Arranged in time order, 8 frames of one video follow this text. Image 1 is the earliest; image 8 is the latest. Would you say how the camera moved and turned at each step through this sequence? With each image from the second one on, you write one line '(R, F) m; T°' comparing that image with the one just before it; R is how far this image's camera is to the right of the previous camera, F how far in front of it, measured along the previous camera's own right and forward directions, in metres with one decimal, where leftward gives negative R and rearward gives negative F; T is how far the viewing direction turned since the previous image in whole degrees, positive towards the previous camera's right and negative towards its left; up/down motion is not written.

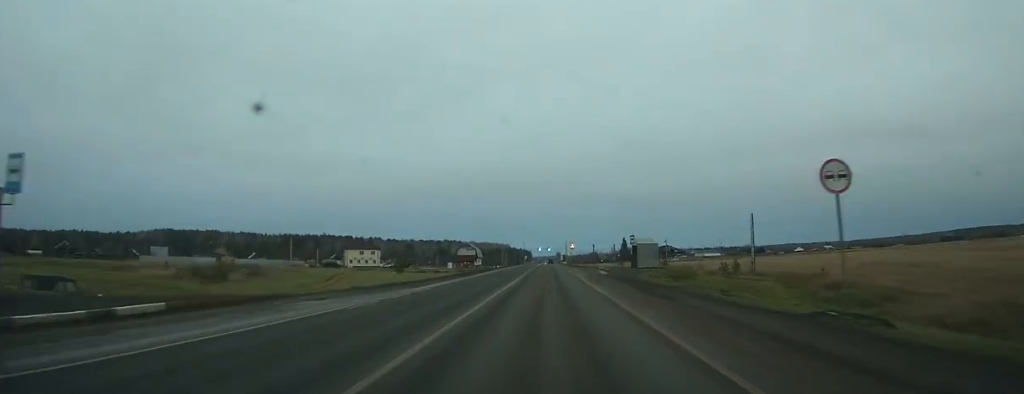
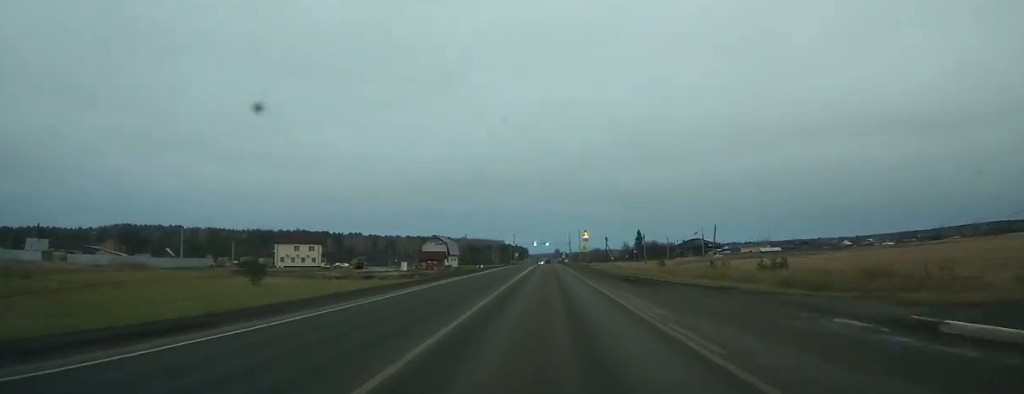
(+0.2, +59.2) m; 0°
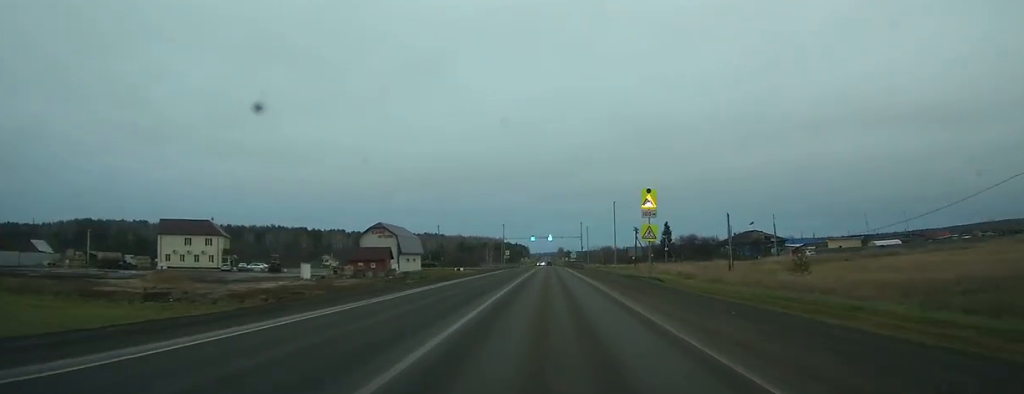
(-0.3, +54.5) m; -1°
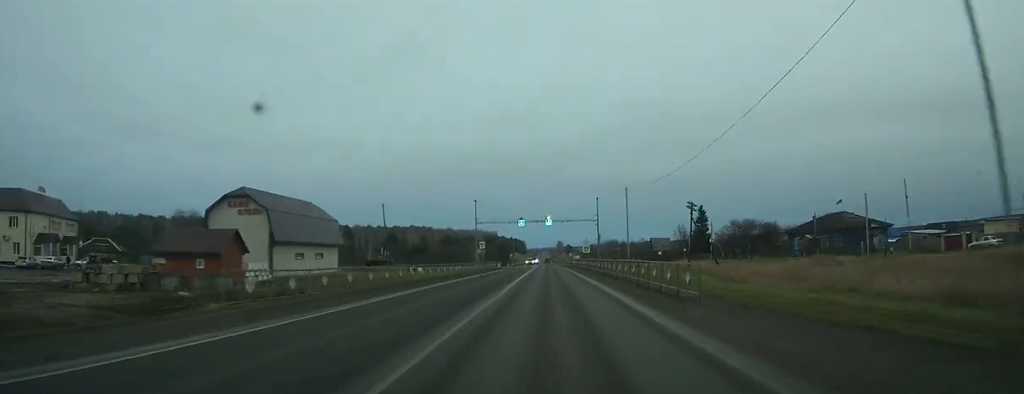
(0.0, +48.7) m; 0°
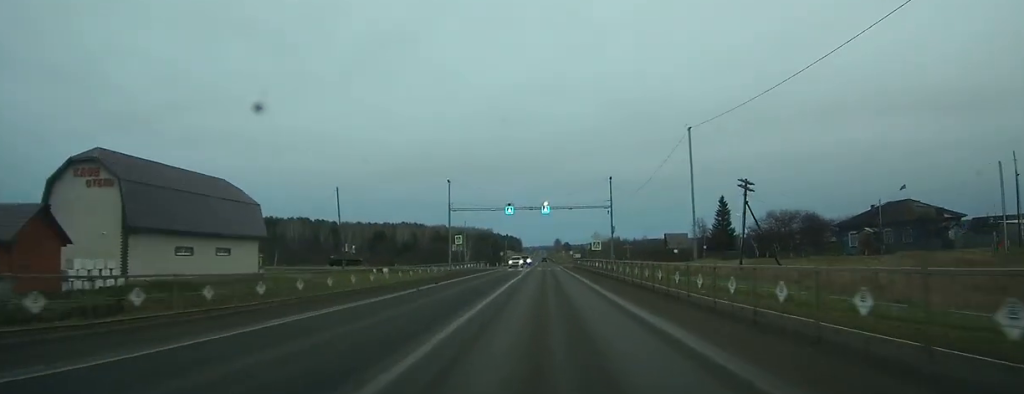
(0.0, +21.5) m; 0°
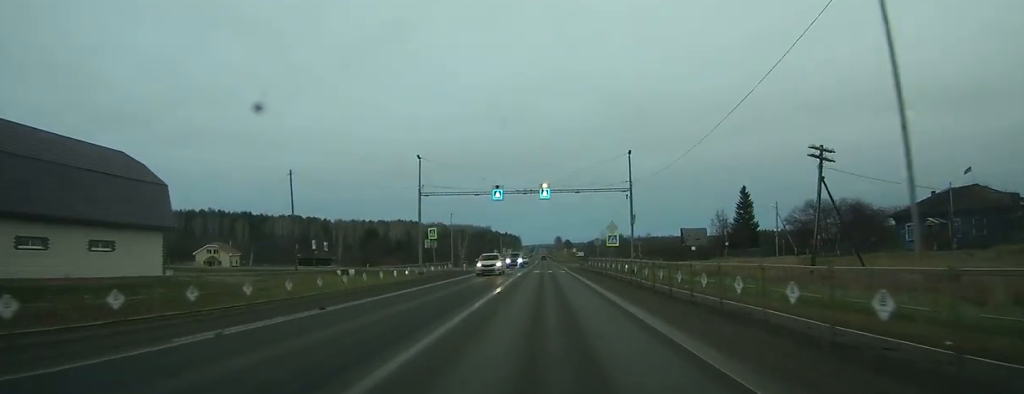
(0.0, +15.4) m; 0°
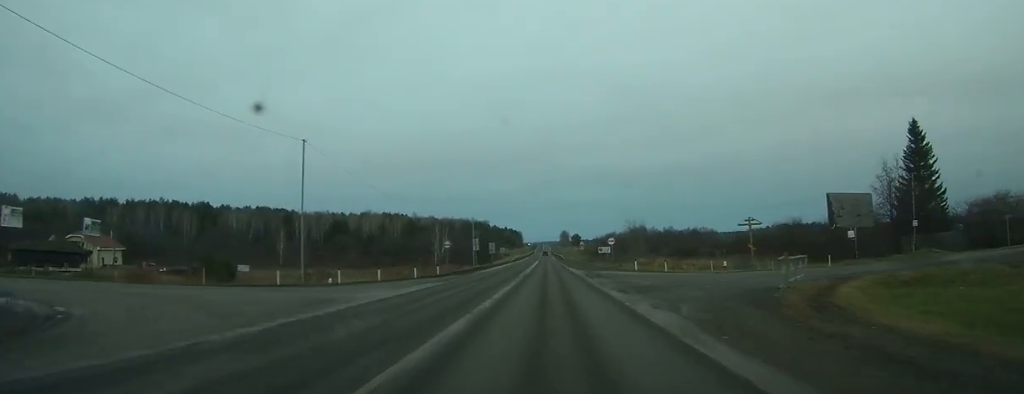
(+0.4, +58.0) m; 0°
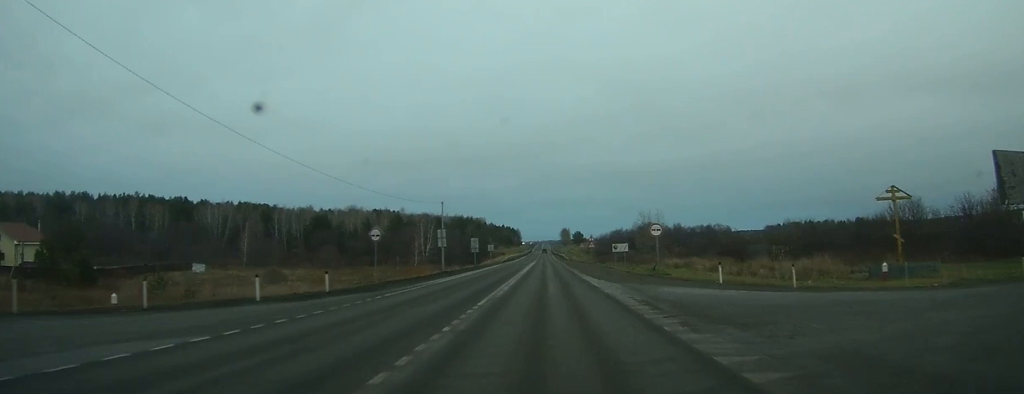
(0.0, +22.8) m; 0°
